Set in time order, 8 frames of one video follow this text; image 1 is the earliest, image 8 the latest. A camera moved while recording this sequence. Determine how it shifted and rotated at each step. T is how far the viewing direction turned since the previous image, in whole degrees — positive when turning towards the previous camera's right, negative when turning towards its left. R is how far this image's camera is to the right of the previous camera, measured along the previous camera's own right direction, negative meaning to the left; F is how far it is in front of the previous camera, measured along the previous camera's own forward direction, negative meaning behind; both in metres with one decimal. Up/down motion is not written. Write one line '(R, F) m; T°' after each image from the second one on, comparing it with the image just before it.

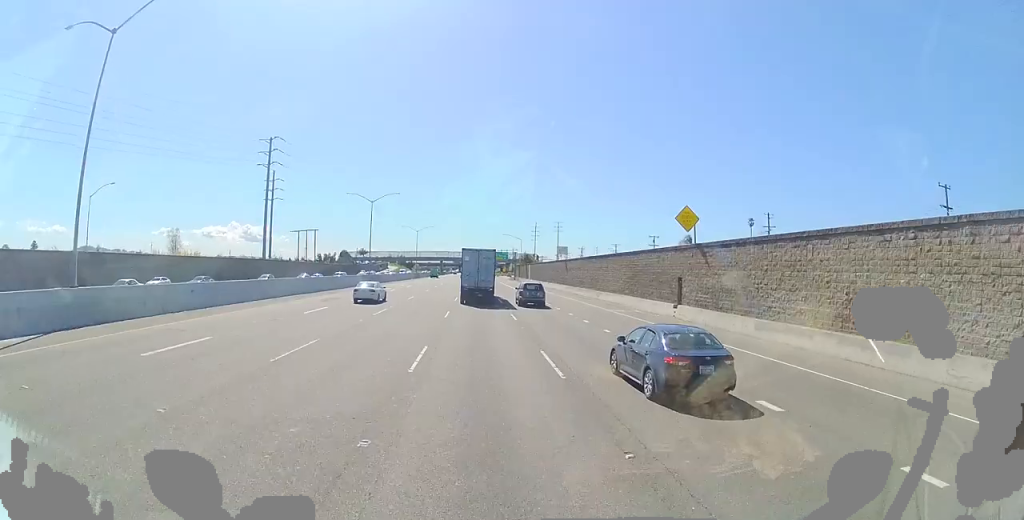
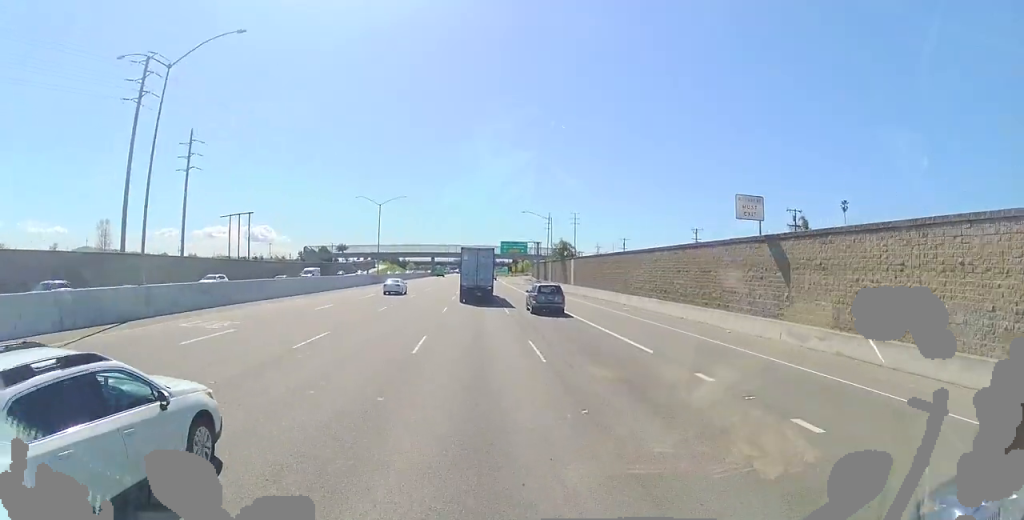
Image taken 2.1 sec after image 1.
(-0.4, +55.7) m; -2°
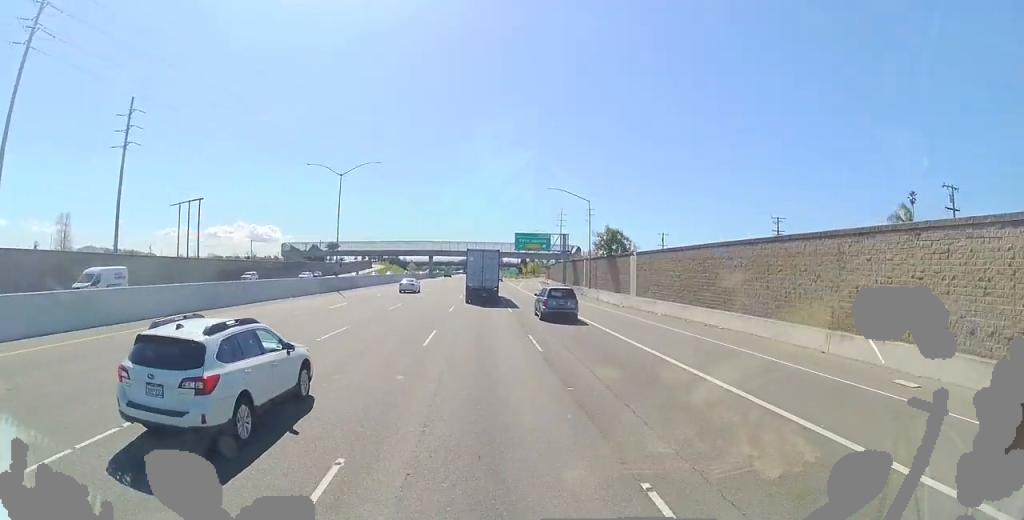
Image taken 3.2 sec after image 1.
(-0.3, +27.1) m; -1°
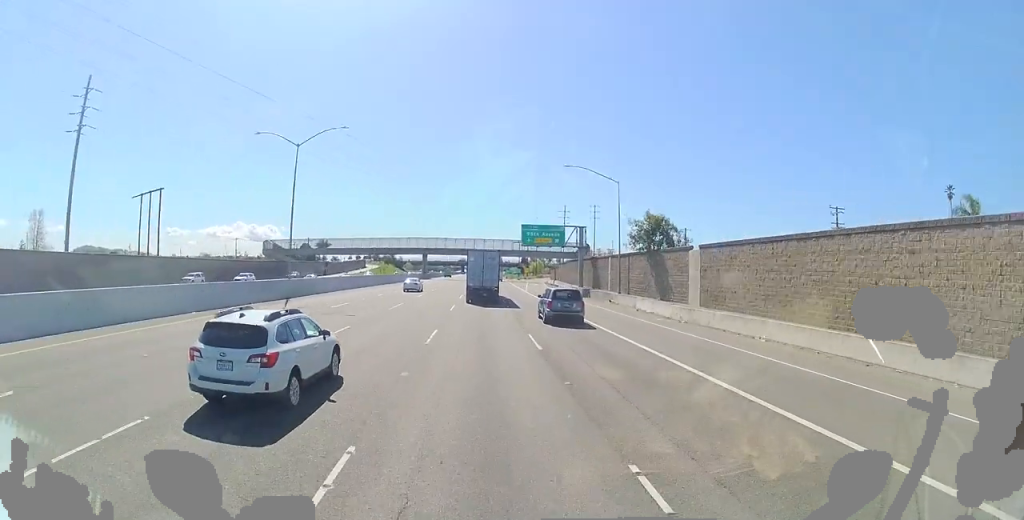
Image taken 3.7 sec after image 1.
(-0.1, +14.0) m; 0°
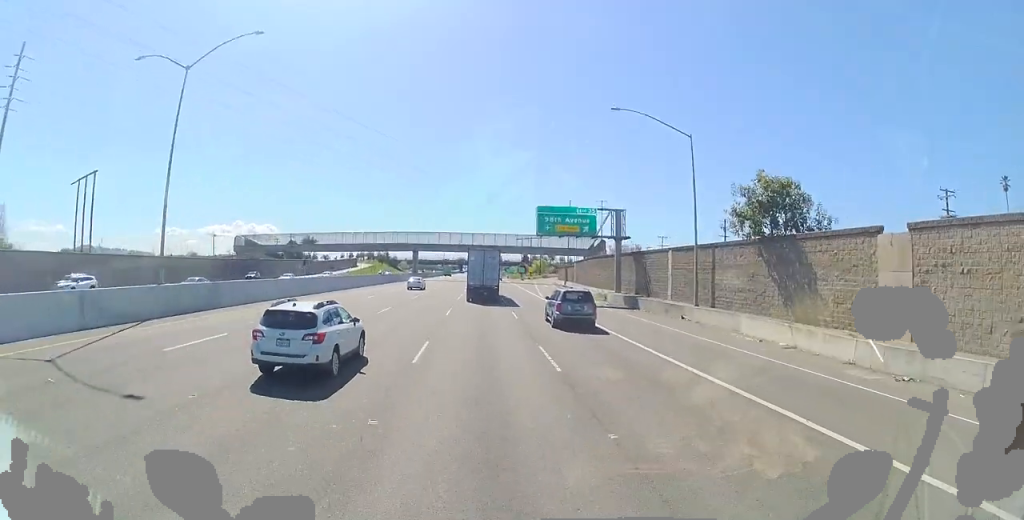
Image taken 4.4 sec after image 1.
(0.0, +18.5) m; 0°
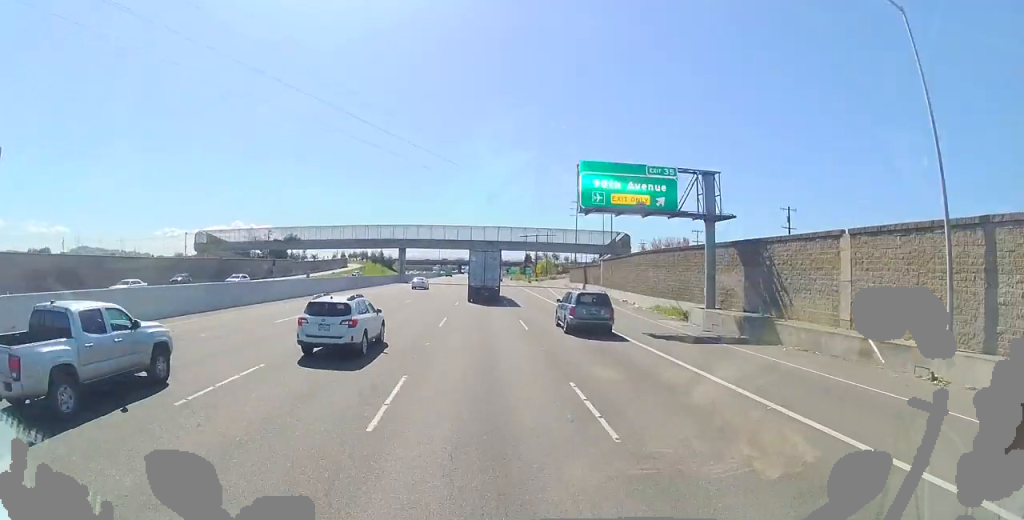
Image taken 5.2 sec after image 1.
(0.0, +20.4) m; 0°
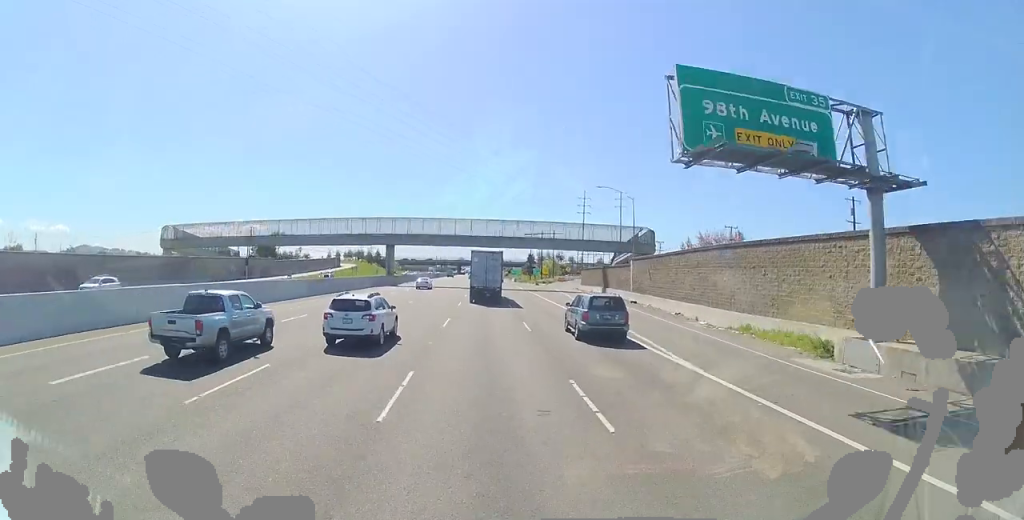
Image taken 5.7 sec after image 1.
(+0.1, +14.2) m; 0°
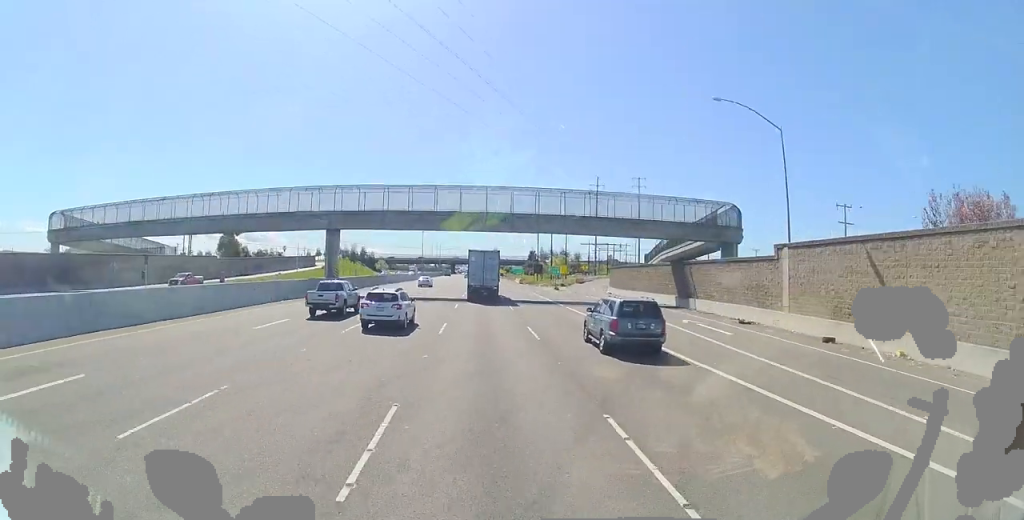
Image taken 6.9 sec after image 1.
(+0.3, +32.1) m; +1°
